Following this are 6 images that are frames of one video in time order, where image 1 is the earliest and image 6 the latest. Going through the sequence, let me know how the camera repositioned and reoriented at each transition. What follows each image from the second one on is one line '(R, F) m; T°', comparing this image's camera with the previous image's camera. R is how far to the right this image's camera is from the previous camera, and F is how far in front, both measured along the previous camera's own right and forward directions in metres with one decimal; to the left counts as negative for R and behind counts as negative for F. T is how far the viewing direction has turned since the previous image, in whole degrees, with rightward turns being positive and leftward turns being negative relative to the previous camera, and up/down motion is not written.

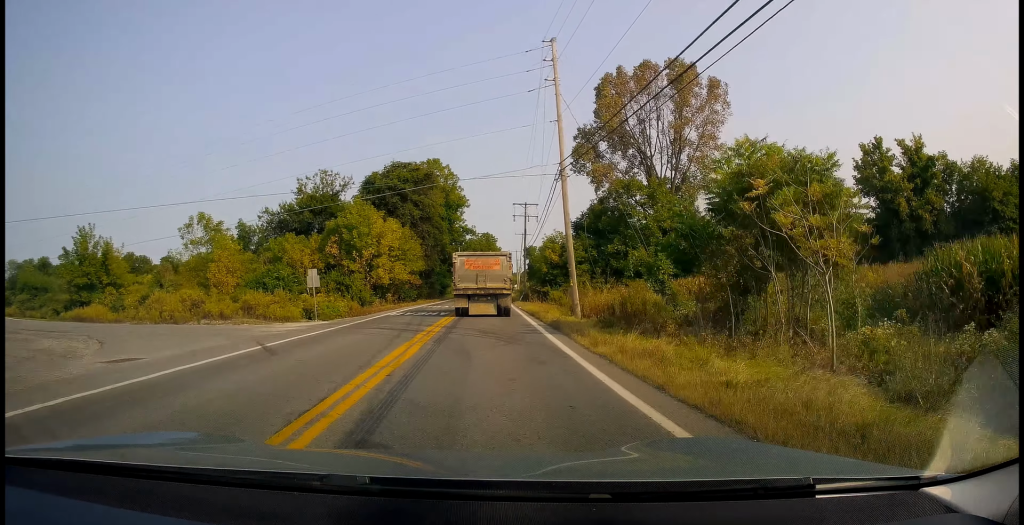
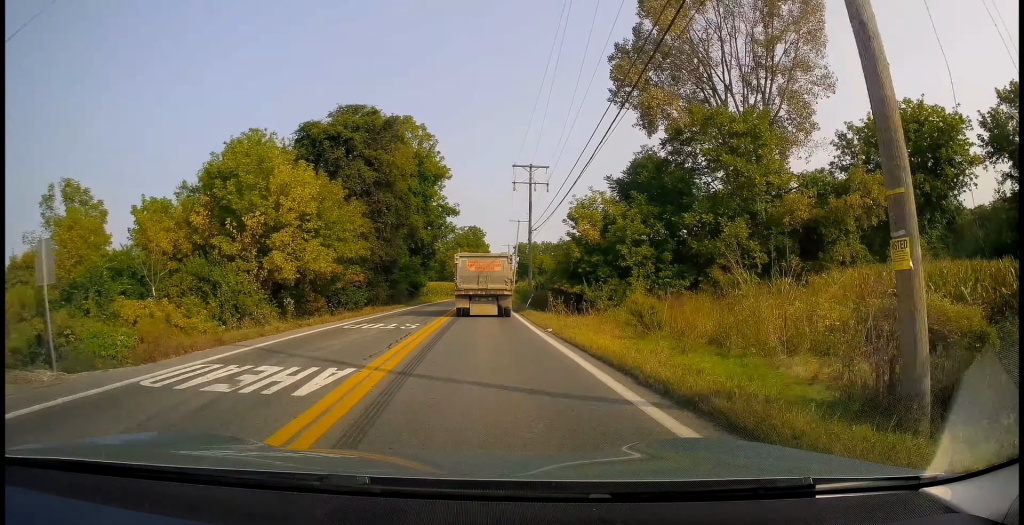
(-0.1, +21.7) m; -2°
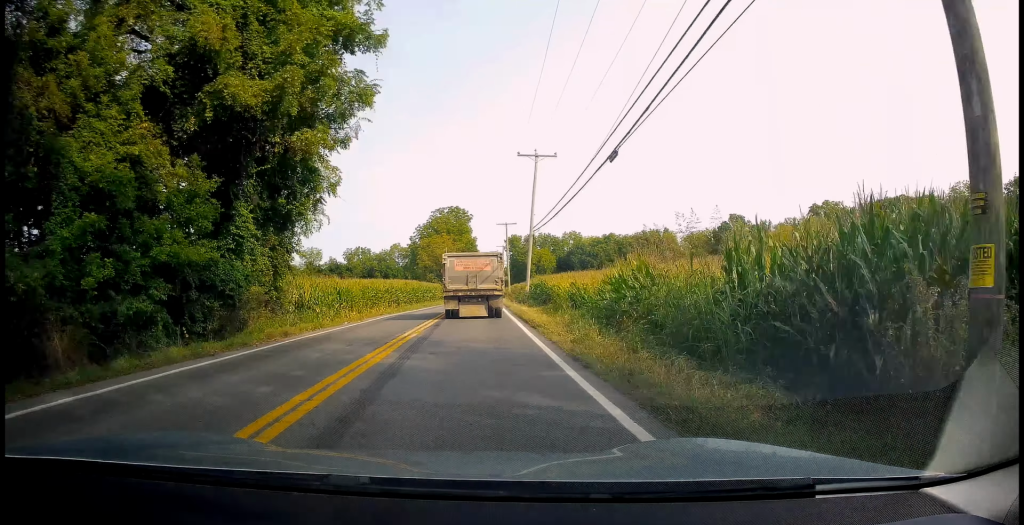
(+2.1, +44.5) m; +5°
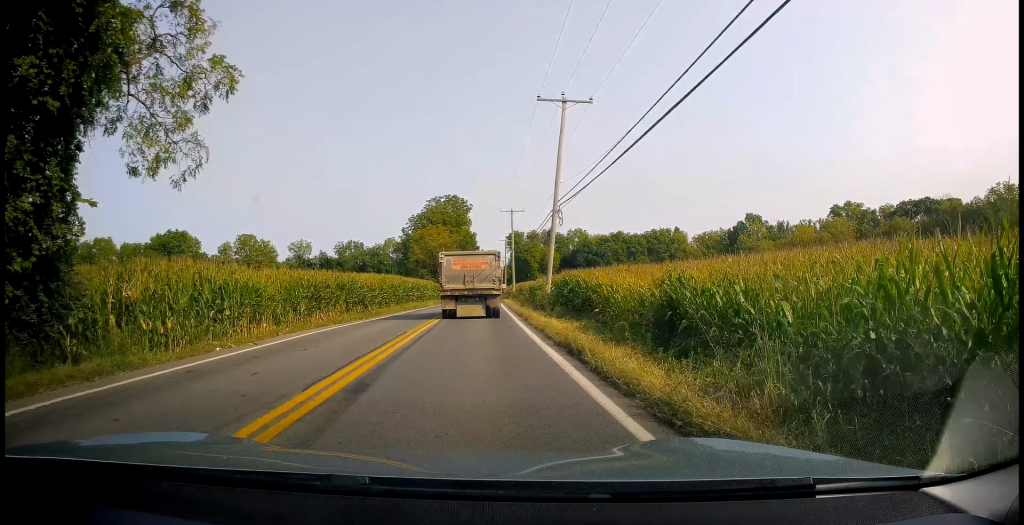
(0.0, +13.8) m; -1°
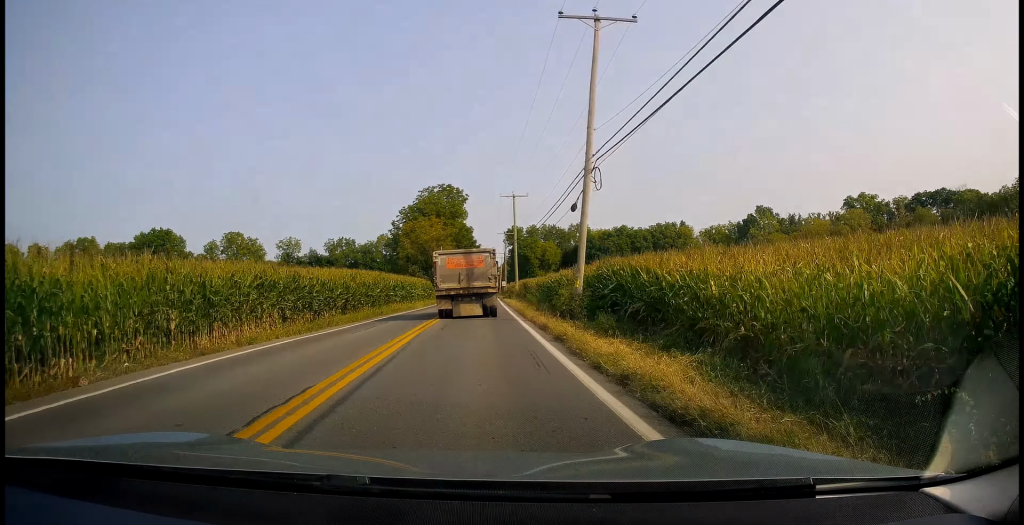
(-0.2, +10.1) m; -1°
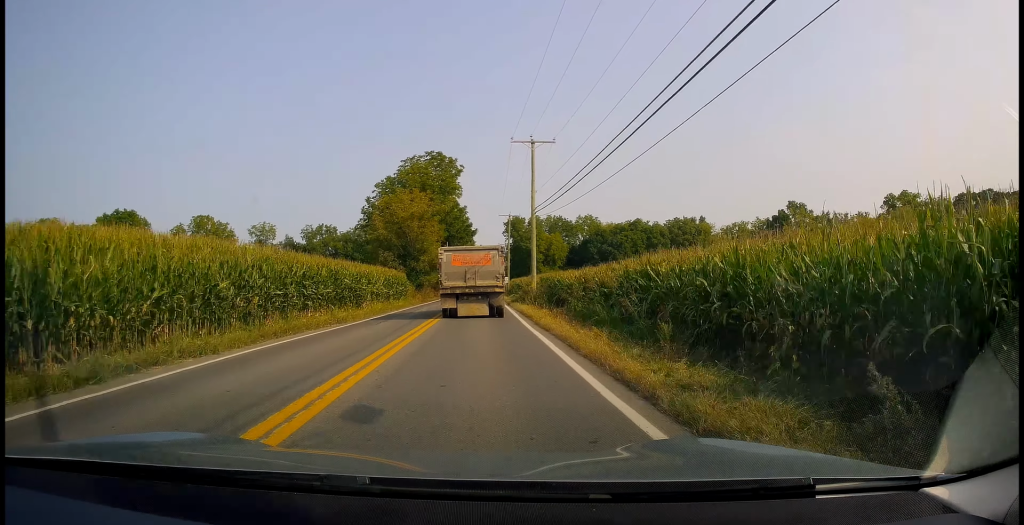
(-0.1, +23.2) m; +1°
